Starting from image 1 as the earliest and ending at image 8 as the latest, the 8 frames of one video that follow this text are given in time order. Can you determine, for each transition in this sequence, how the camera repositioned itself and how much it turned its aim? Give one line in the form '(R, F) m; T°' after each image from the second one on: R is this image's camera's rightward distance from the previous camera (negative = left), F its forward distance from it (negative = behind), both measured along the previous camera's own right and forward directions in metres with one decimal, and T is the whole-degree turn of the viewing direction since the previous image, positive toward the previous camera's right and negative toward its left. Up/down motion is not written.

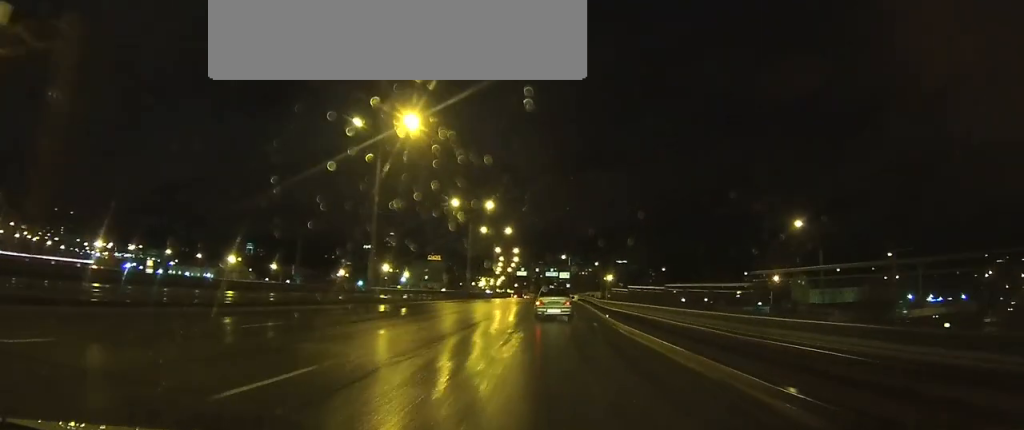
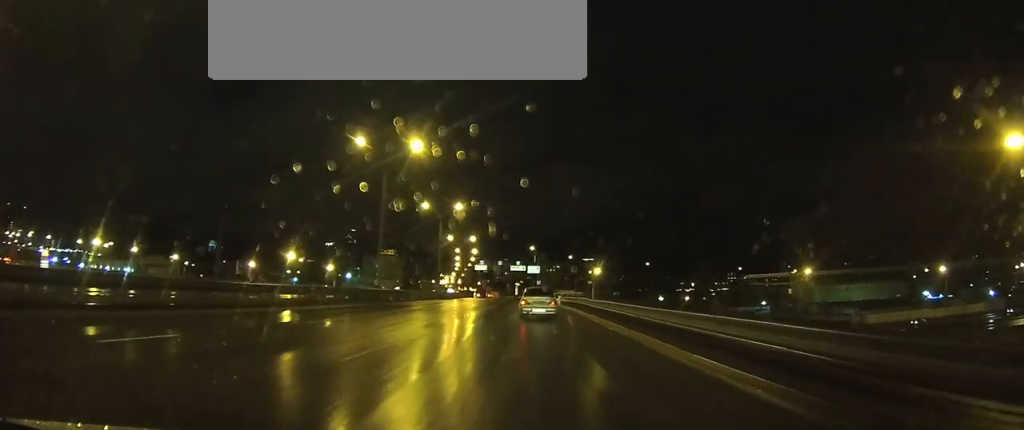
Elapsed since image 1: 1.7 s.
(+0.8, +27.5) m; +3°
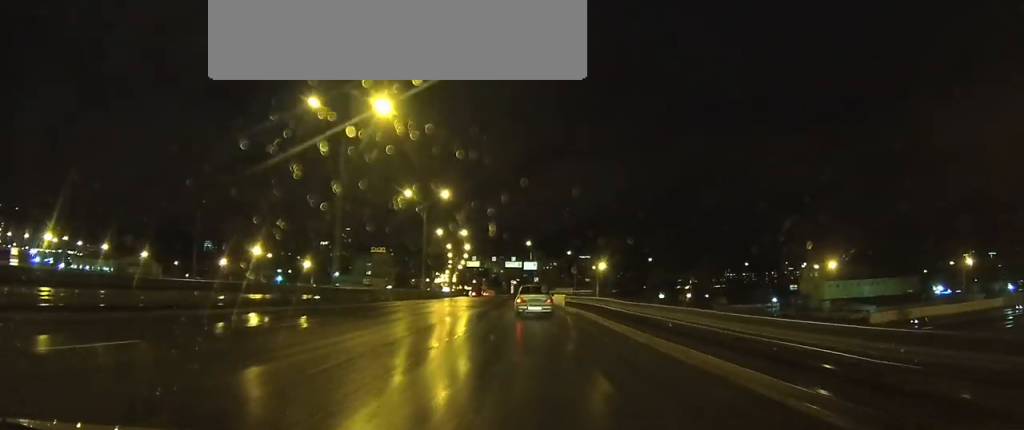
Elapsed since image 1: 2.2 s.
(+0.1, +8.2) m; 0°
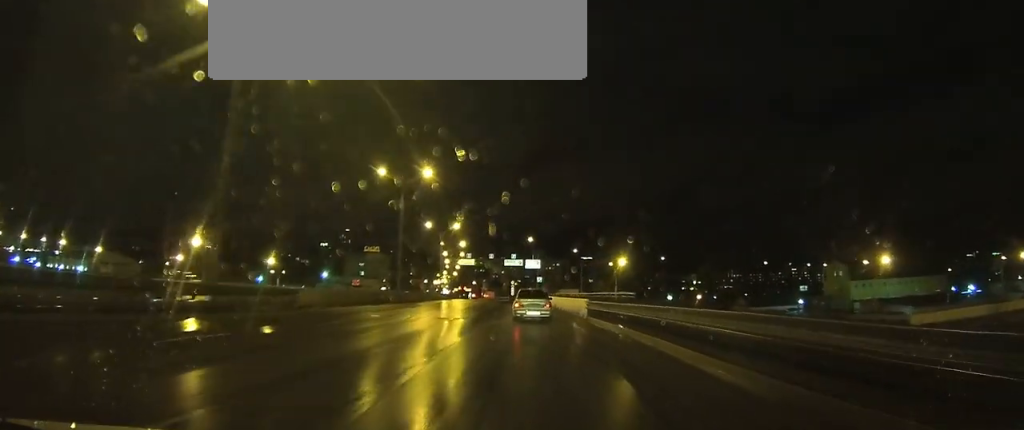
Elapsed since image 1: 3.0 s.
(0.0, +12.0) m; 0°
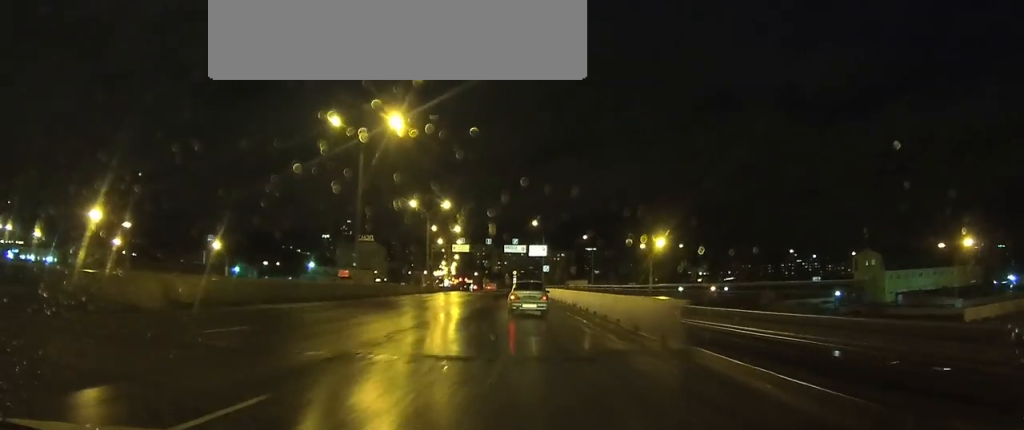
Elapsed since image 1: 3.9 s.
(0.0, +13.3) m; 0°
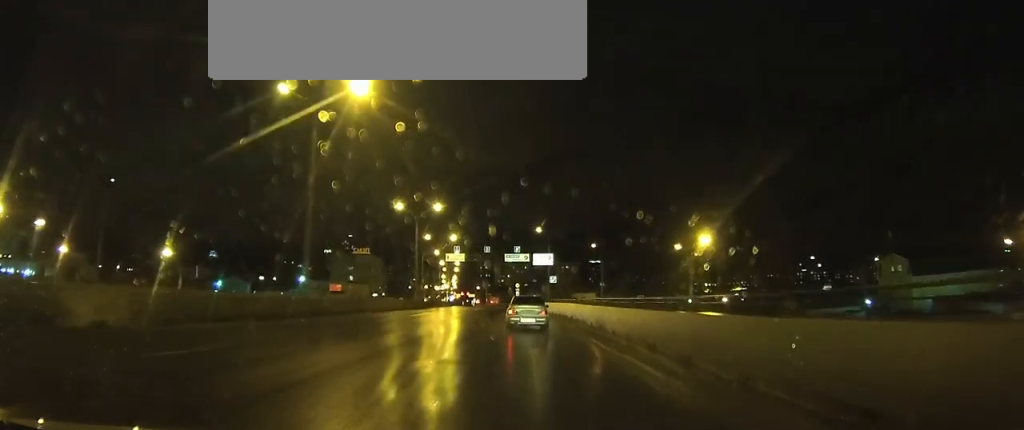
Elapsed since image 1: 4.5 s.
(0.0, +8.9) m; 0°
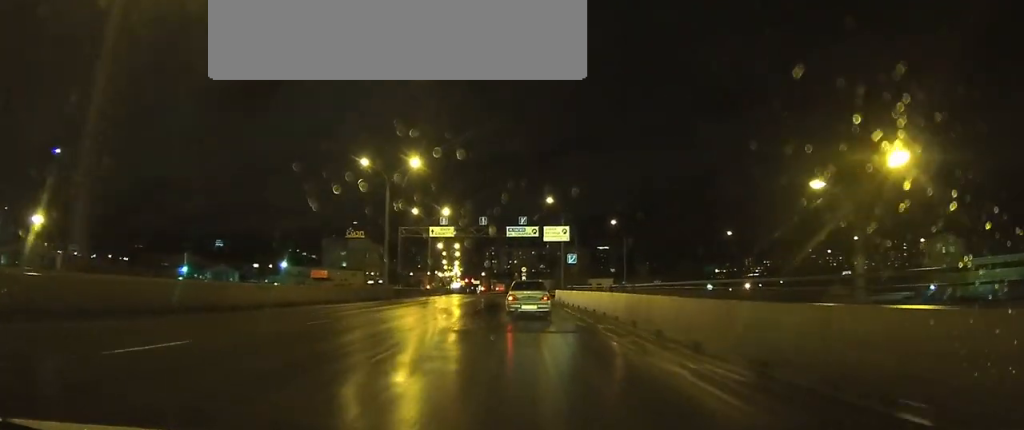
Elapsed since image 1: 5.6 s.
(0.0, +16.0) m; 0°
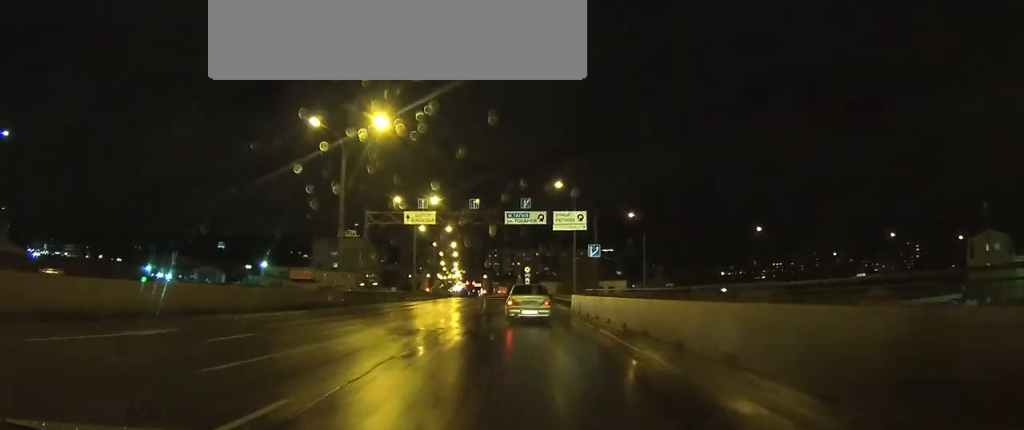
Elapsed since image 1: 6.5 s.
(0.0, +13.5) m; 0°
